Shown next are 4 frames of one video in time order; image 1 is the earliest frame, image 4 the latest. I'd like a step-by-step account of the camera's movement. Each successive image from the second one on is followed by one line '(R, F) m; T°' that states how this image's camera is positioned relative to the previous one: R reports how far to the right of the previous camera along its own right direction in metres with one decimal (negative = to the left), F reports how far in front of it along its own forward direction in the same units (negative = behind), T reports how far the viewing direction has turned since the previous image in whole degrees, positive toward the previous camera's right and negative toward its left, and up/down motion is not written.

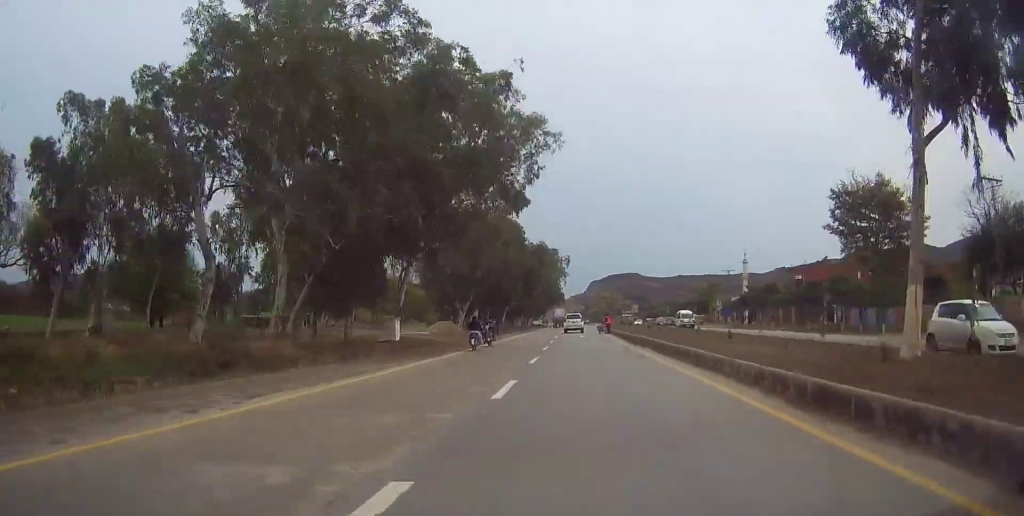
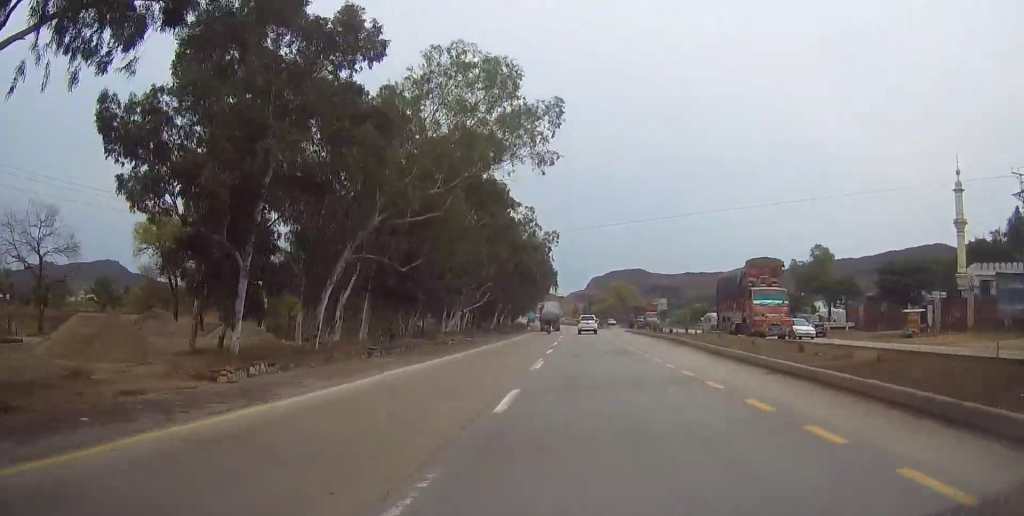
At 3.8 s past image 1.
(+1.5, +82.7) m; +2°
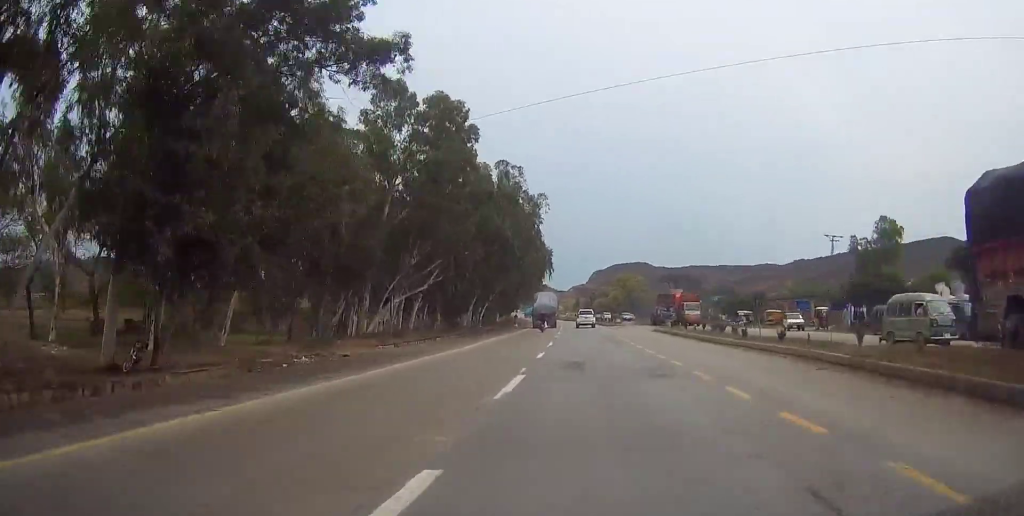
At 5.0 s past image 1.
(-0.3, +24.9) m; 0°
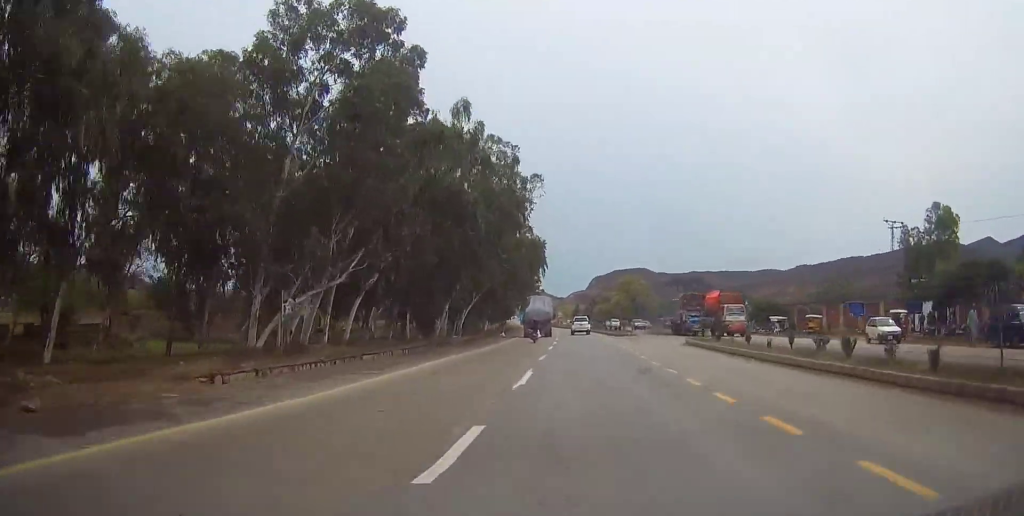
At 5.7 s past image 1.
(+0.1, +14.7) m; 0°
